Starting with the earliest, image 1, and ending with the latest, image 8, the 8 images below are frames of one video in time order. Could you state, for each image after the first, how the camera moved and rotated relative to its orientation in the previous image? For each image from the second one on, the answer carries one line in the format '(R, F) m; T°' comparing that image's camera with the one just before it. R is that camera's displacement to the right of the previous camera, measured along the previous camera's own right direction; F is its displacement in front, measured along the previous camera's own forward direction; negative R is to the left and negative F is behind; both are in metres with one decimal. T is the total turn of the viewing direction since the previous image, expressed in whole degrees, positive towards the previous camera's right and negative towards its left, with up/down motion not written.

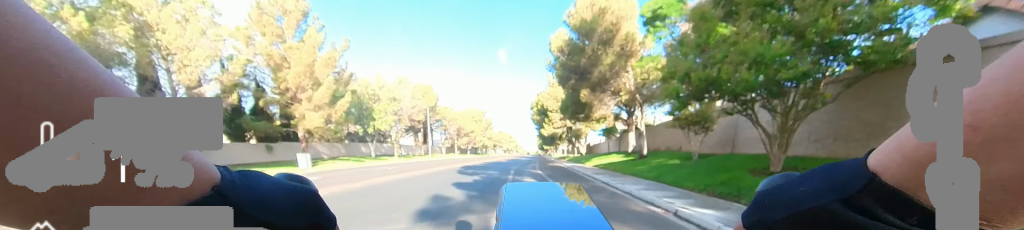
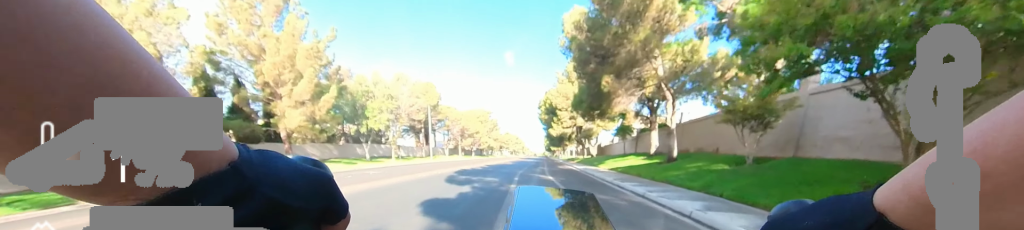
(0.0, +2.6) m; 0°
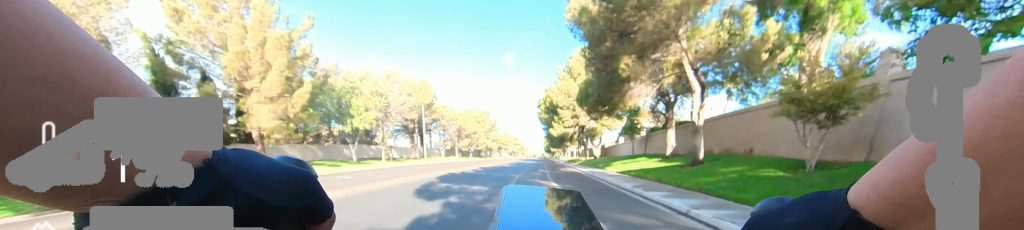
(0.0, +2.3) m; 0°
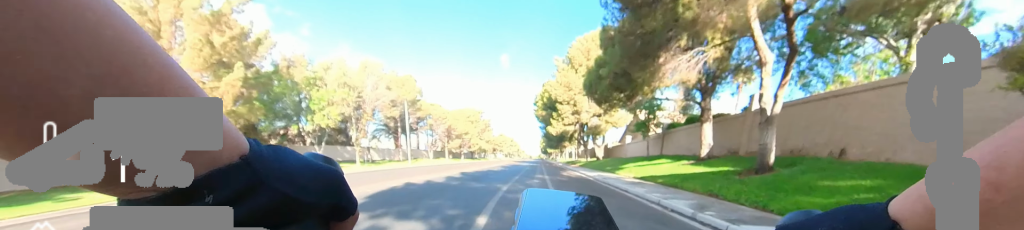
(0.0, +5.7) m; 0°
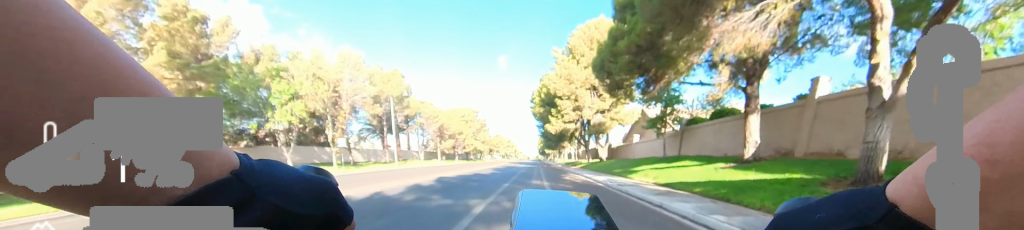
(0.0, +3.0) m; 0°
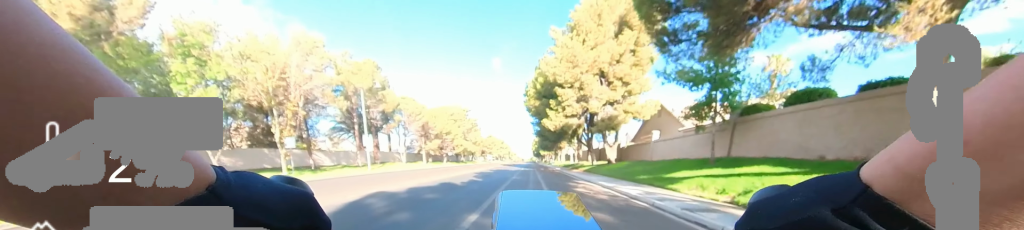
(0.0, +5.5) m; 0°
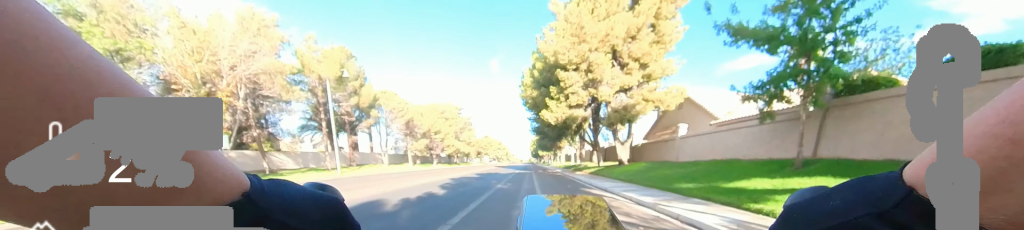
(0.0, +6.5) m; 0°
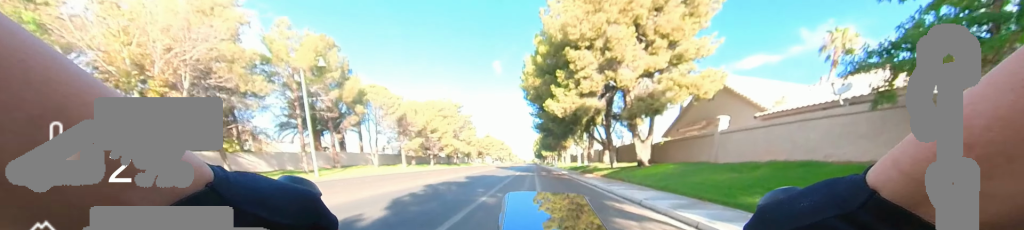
(0.0, +4.7) m; 0°
